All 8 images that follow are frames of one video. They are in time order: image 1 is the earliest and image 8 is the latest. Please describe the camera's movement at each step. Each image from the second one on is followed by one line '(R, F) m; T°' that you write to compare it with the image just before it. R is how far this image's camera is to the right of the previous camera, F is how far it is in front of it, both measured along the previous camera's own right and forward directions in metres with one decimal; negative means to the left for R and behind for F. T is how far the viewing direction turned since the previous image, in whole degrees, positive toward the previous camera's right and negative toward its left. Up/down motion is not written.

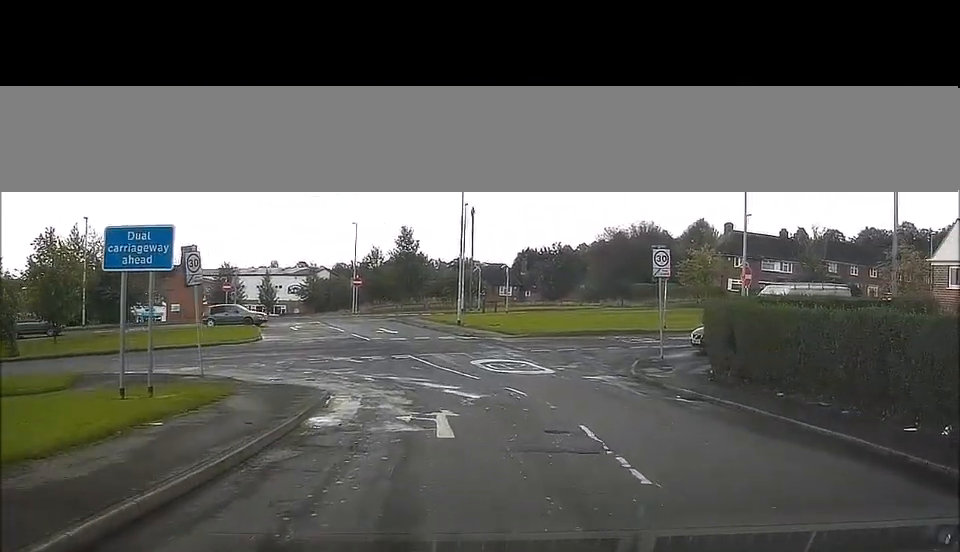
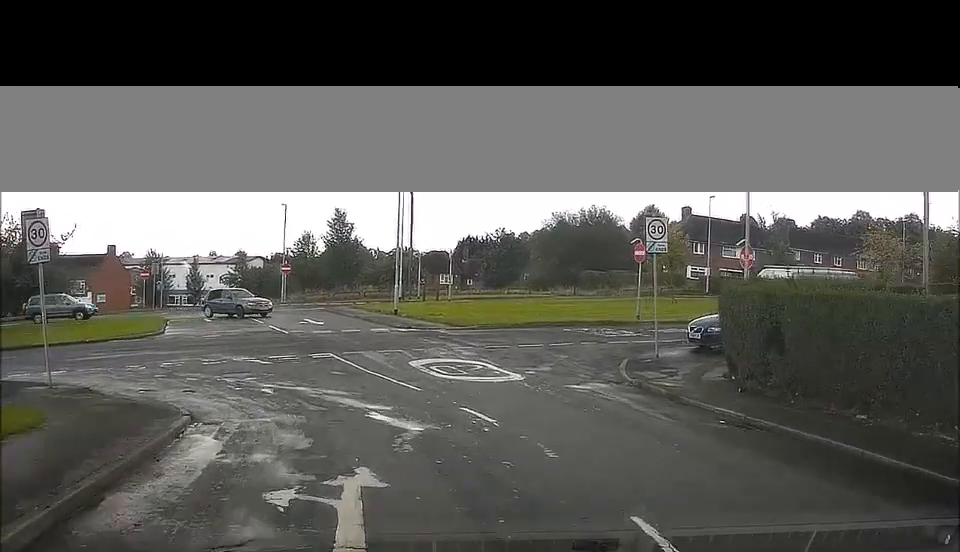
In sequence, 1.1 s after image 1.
(+0.4, +5.7) m; +6°
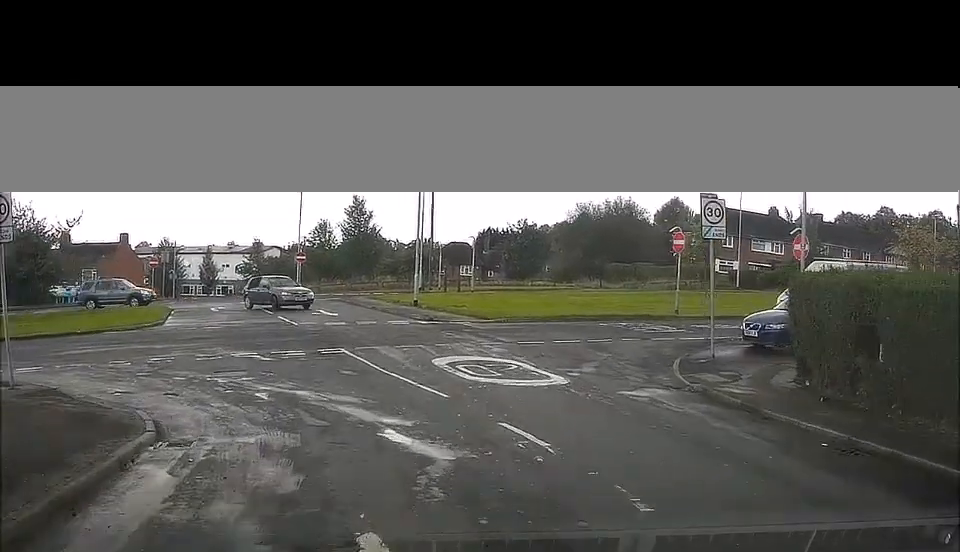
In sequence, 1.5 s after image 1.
(0.0, +2.4) m; +1°
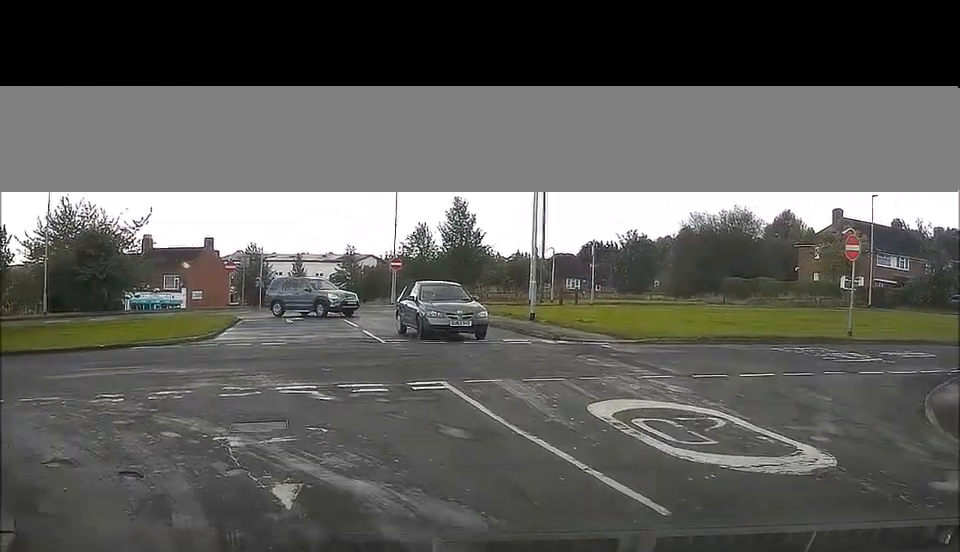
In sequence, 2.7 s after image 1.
(0.0, +5.9) m; -4°
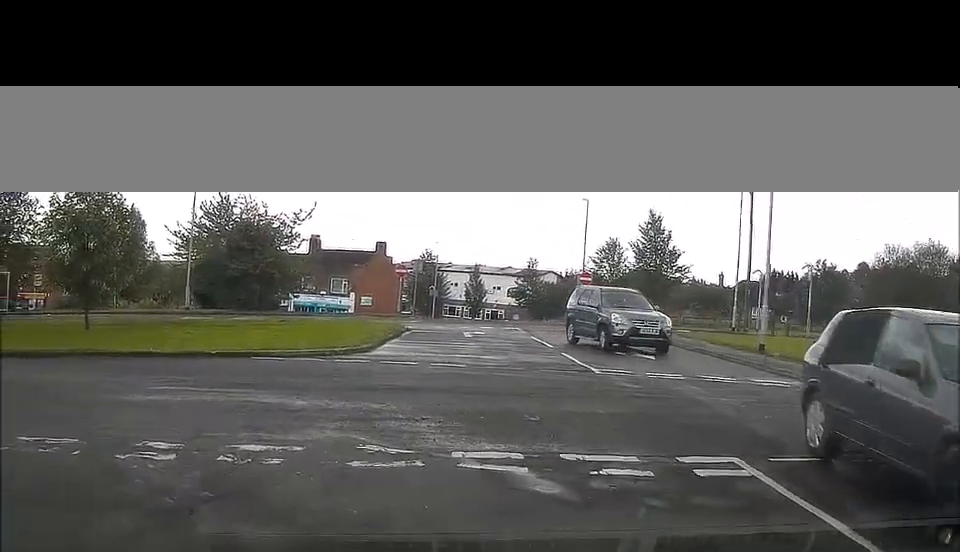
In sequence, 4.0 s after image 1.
(-0.5, +5.6) m; -8°
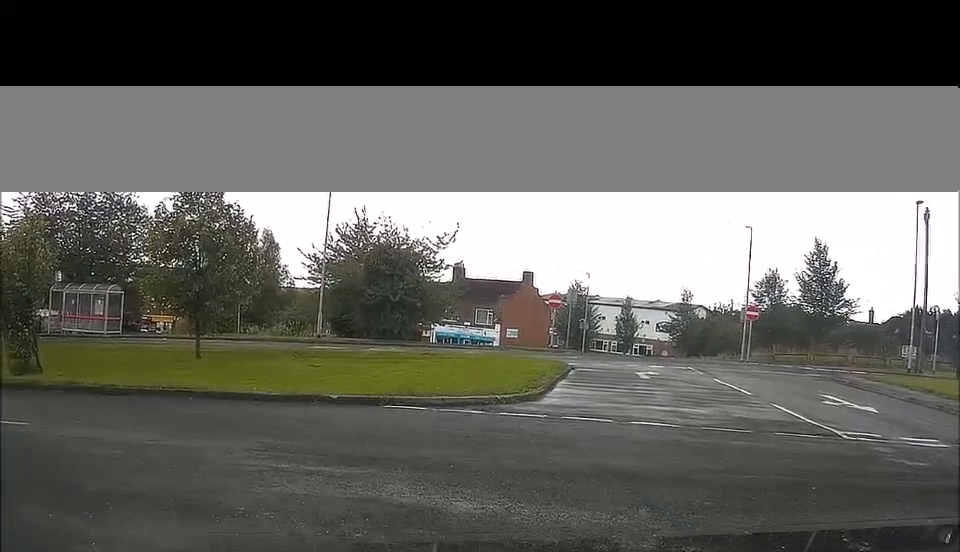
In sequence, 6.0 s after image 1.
(-0.8, +6.0) m; -28°
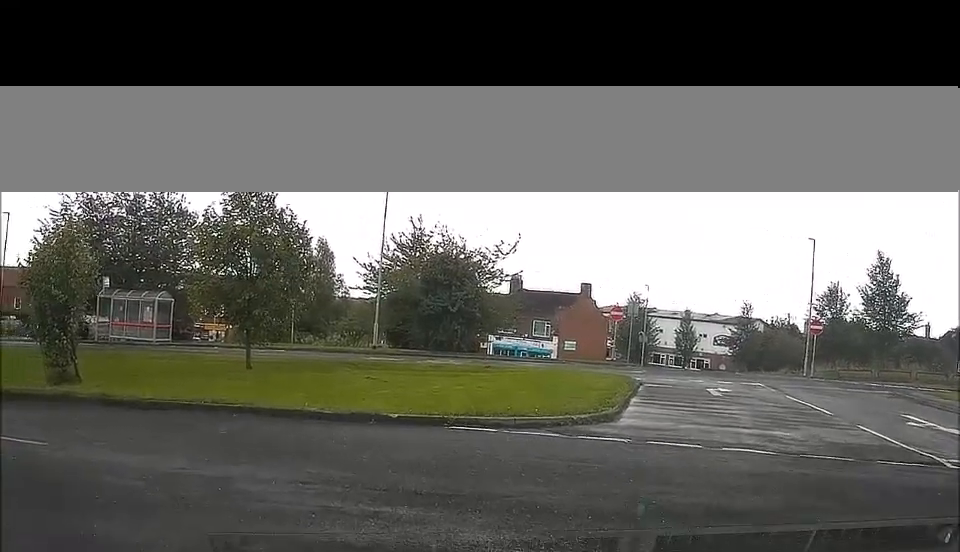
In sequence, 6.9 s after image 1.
(-0.4, +1.8) m; -17°
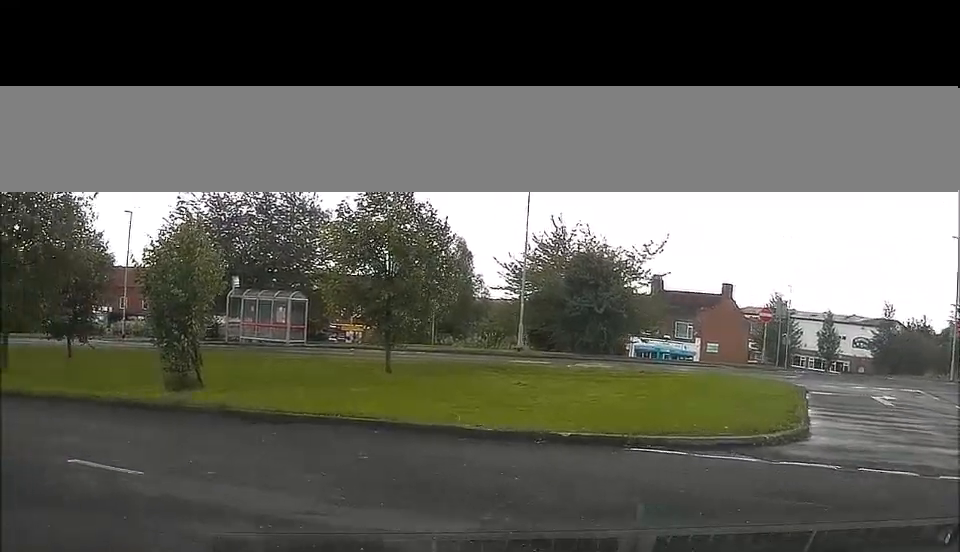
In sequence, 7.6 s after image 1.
(-0.1, +1.5) m; -10°
